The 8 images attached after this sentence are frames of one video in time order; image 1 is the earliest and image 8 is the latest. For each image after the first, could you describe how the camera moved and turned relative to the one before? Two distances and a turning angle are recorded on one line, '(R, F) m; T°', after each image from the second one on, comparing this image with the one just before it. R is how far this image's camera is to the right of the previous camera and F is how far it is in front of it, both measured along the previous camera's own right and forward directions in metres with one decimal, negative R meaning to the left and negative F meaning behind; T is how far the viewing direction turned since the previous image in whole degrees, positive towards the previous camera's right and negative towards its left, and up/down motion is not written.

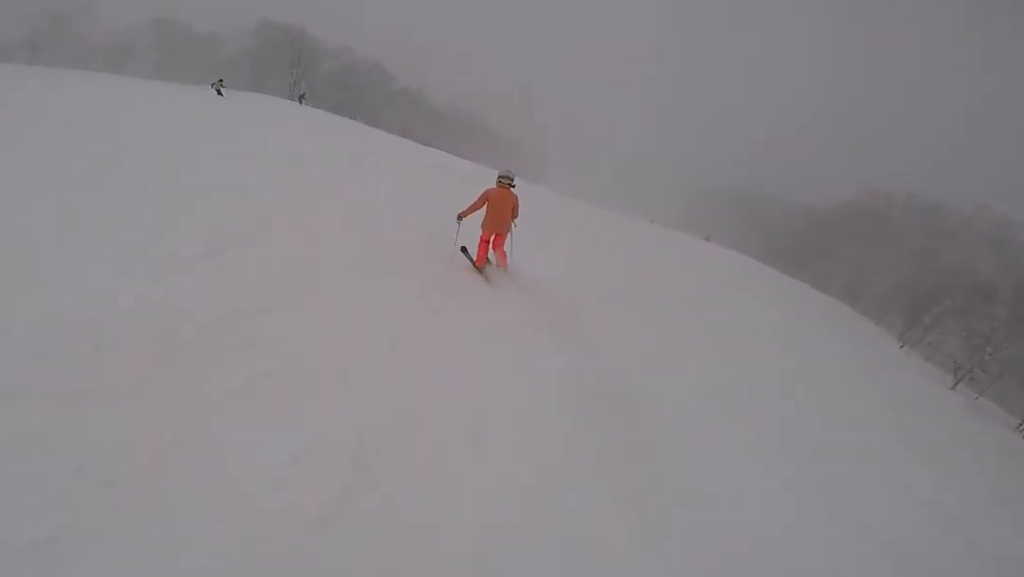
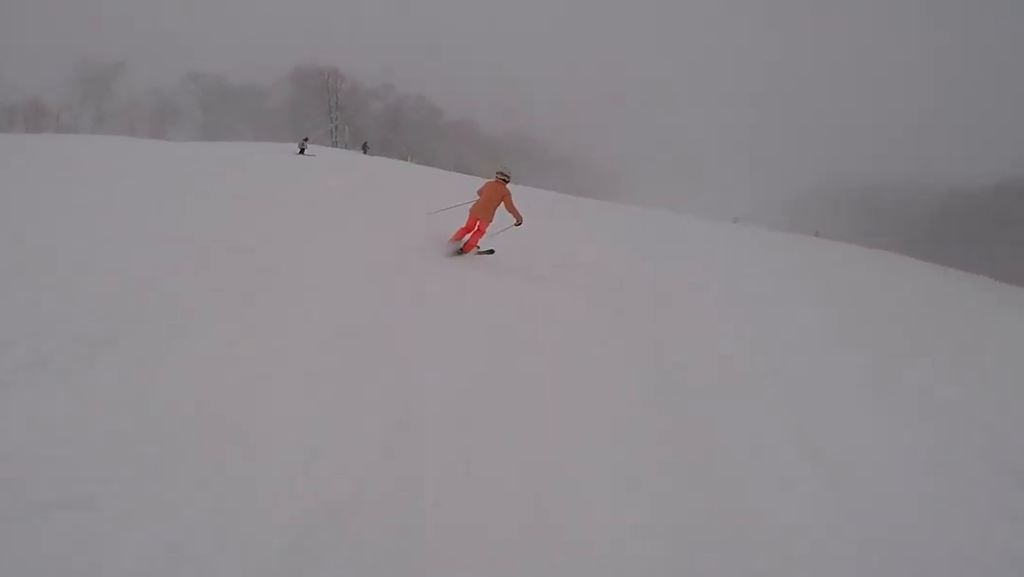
(-1.7, +6.8) m; 0°
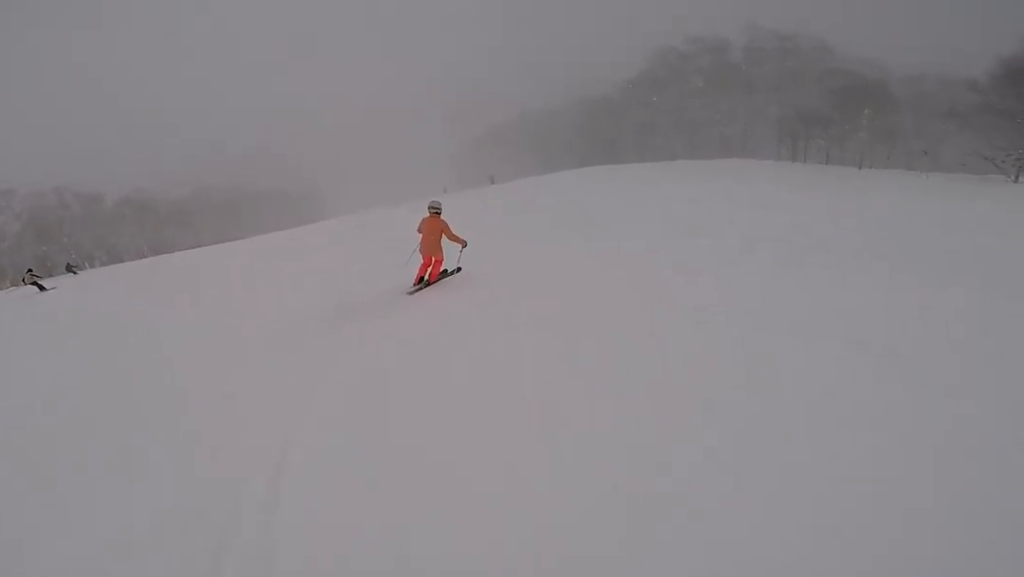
(+1.8, +7.2) m; +14°
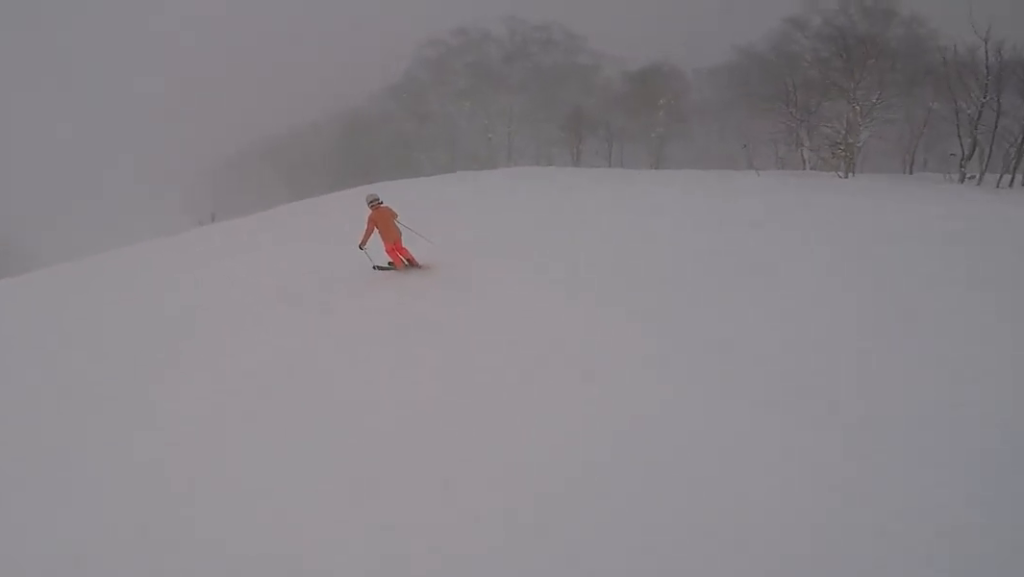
(+0.4, +8.6) m; +10°
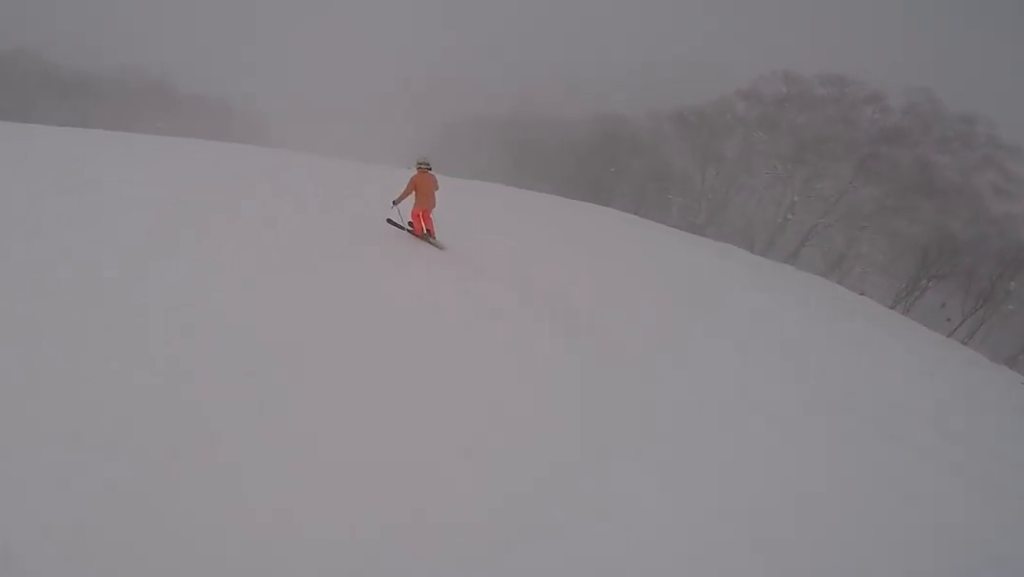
(+1.3, +6.1) m; -8°
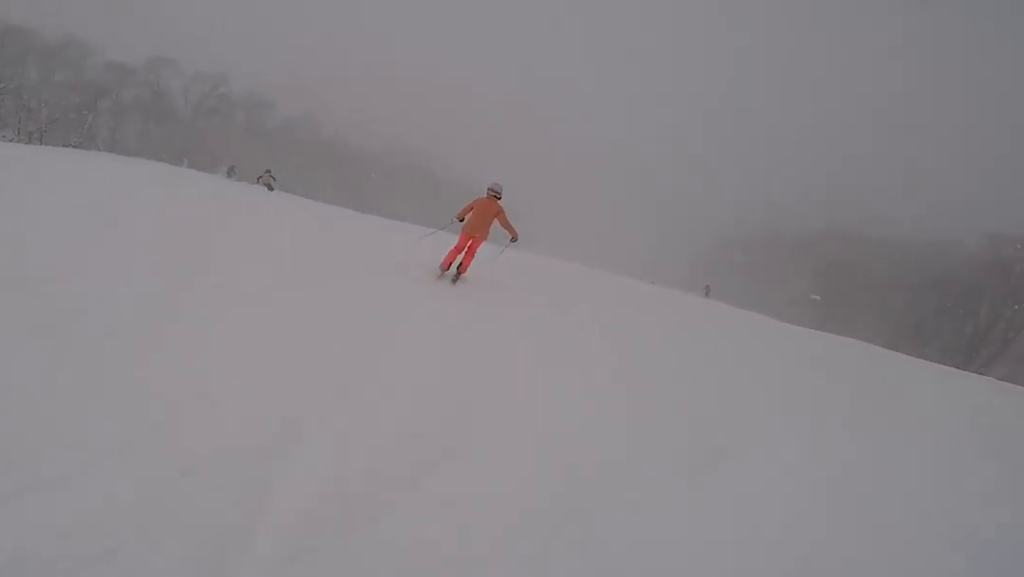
(-2.5, +7.1) m; -16°
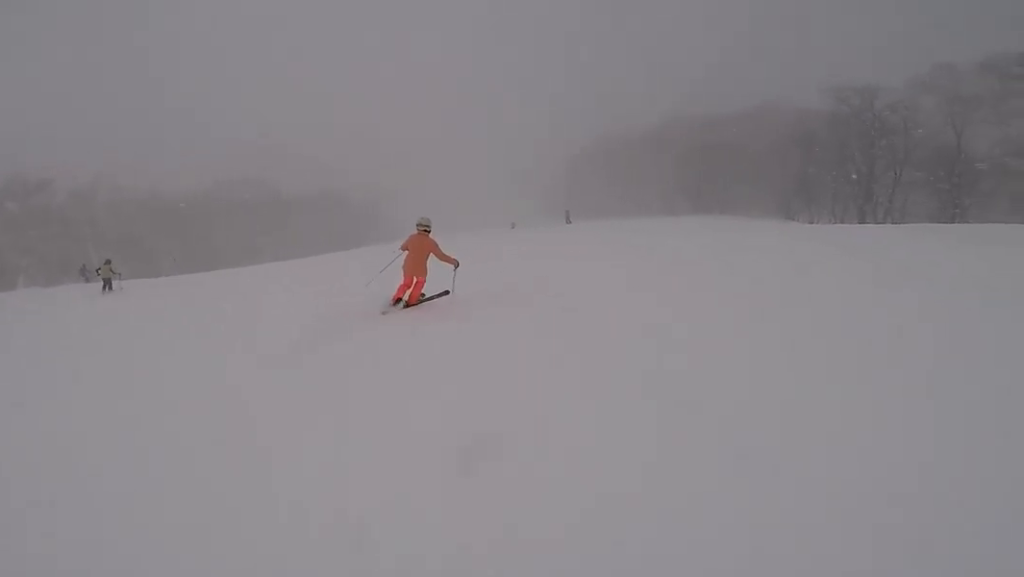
(+0.3, +5.6) m; +7°
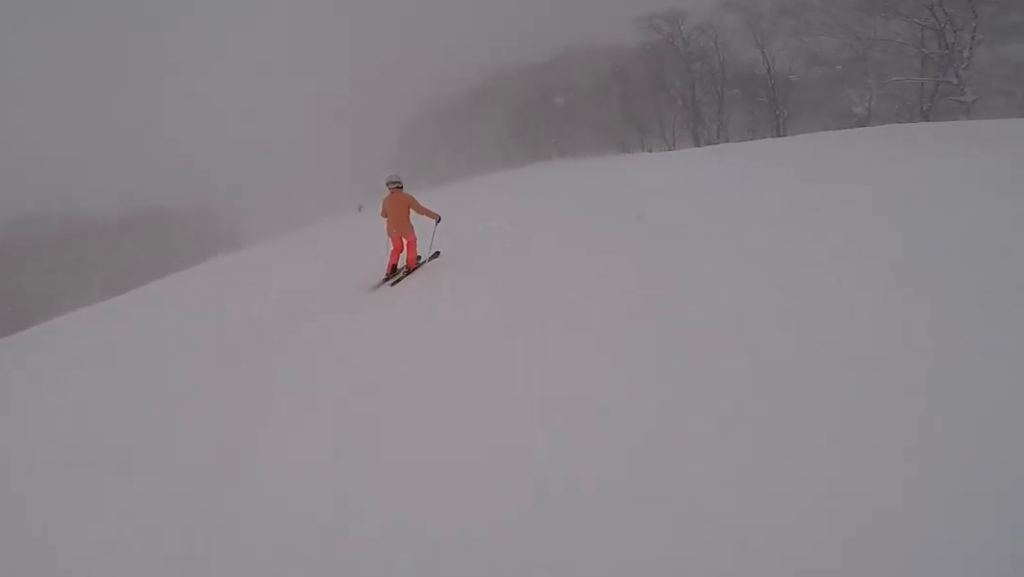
(+0.3, +3.7) m; +6°
